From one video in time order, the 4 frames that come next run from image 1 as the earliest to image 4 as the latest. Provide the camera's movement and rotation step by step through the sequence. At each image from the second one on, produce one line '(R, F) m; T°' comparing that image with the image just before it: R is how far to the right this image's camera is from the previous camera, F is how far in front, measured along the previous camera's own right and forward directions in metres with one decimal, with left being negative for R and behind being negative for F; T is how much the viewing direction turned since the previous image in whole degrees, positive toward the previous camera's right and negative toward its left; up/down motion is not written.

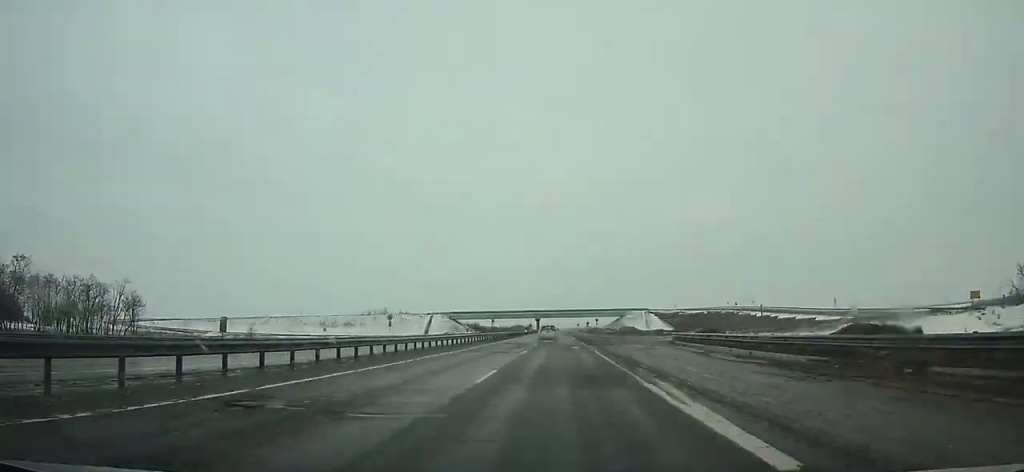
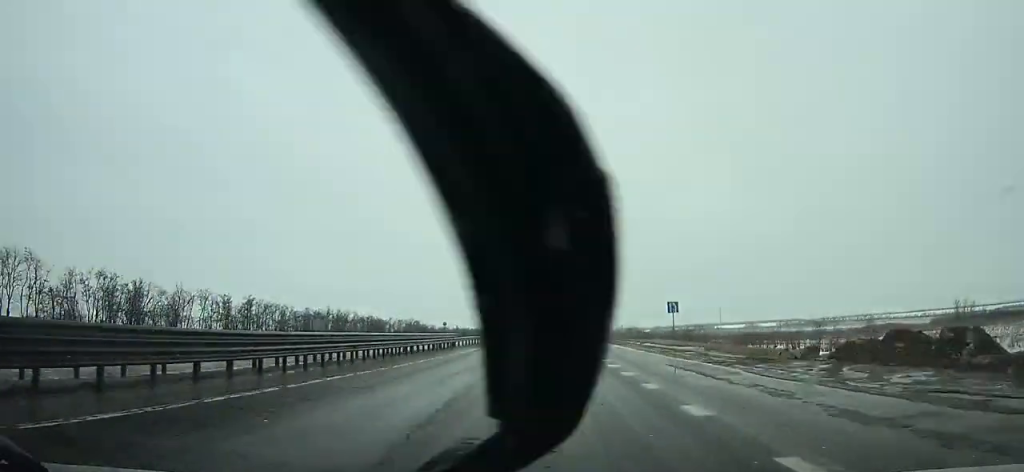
(+1.9, +239.3) m; 0°
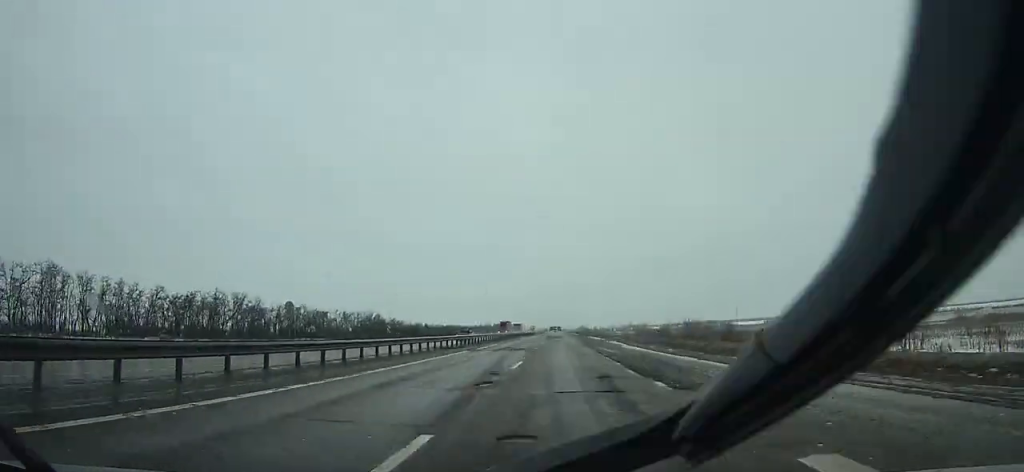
(-0.6, +74.2) m; 0°
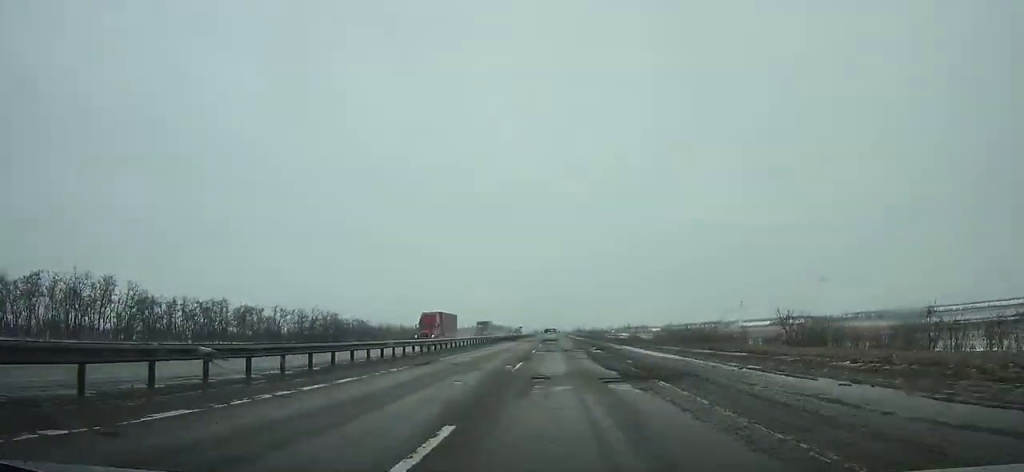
(0.0, +45.3) m; 0°
